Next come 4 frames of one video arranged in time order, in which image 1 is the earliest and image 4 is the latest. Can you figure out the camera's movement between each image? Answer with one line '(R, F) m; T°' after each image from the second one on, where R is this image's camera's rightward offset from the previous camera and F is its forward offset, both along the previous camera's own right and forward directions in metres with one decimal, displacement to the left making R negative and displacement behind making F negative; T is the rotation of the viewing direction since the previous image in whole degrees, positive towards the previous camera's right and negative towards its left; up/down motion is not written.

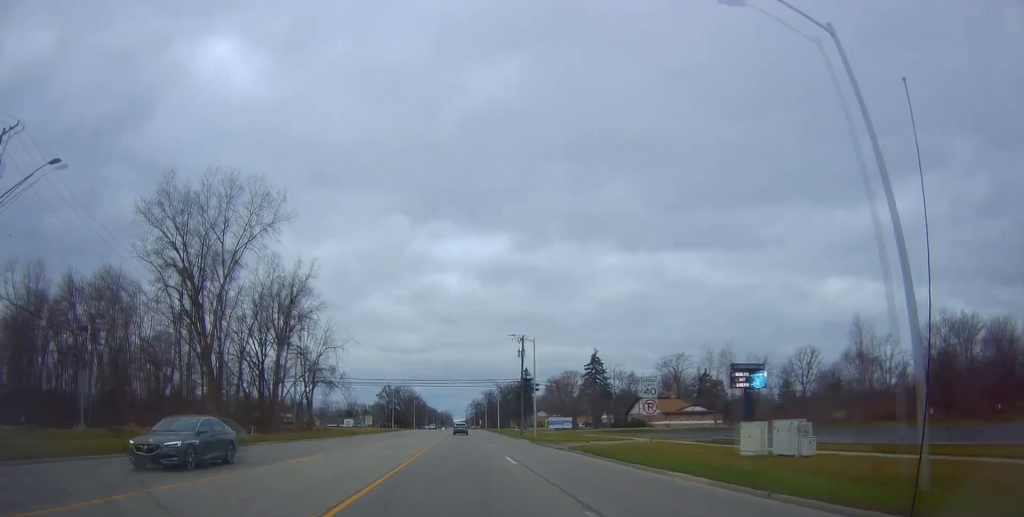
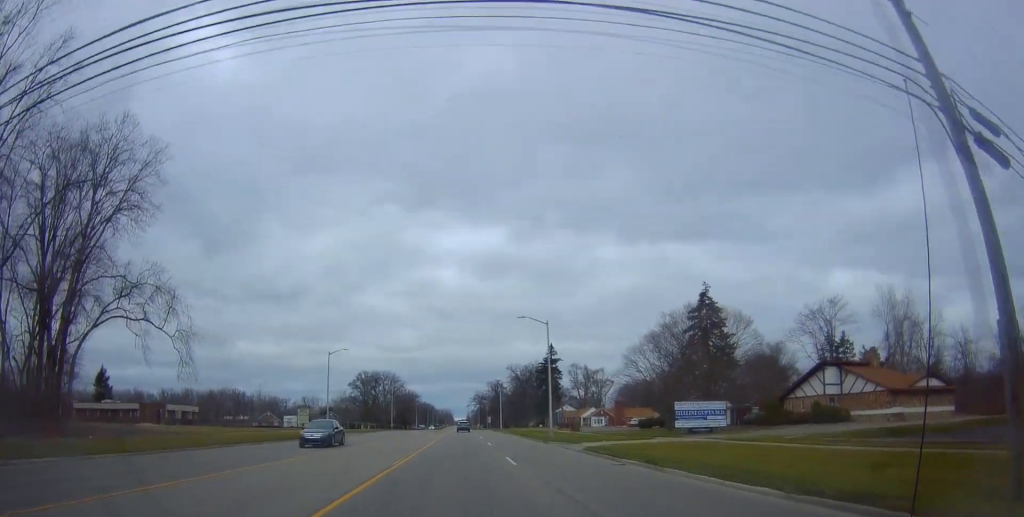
(-1.4, +63.9) m; -3°
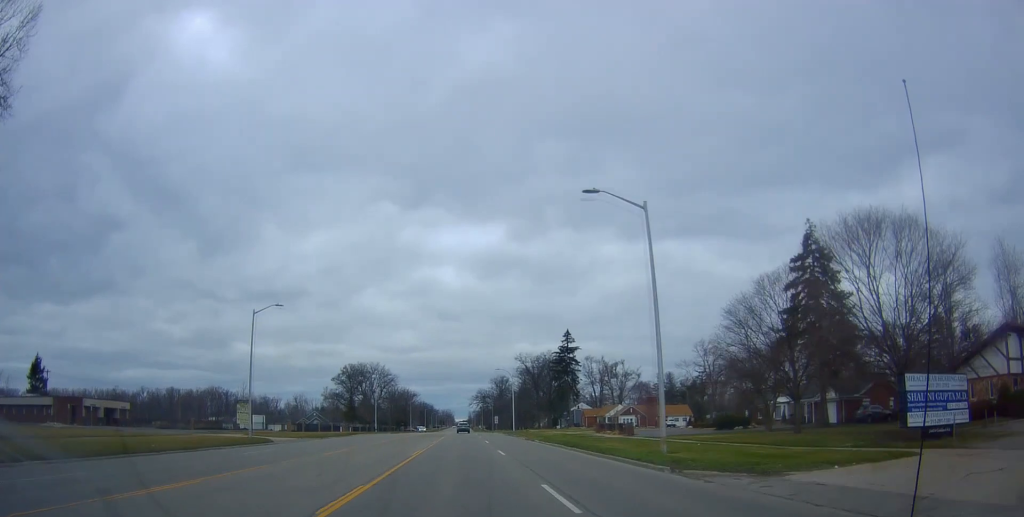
(0.0, +25.2) m; 0°
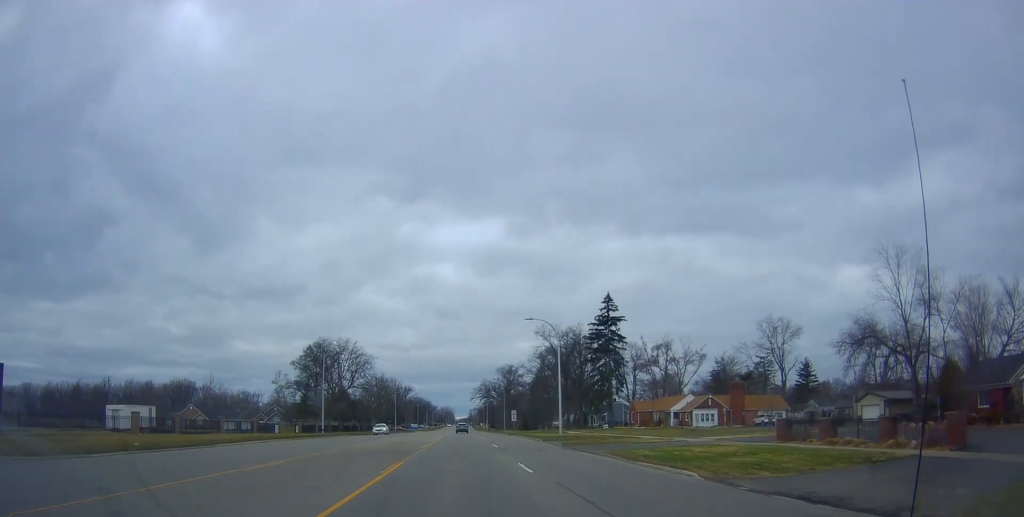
(0.0, +40.0) m; 0°
